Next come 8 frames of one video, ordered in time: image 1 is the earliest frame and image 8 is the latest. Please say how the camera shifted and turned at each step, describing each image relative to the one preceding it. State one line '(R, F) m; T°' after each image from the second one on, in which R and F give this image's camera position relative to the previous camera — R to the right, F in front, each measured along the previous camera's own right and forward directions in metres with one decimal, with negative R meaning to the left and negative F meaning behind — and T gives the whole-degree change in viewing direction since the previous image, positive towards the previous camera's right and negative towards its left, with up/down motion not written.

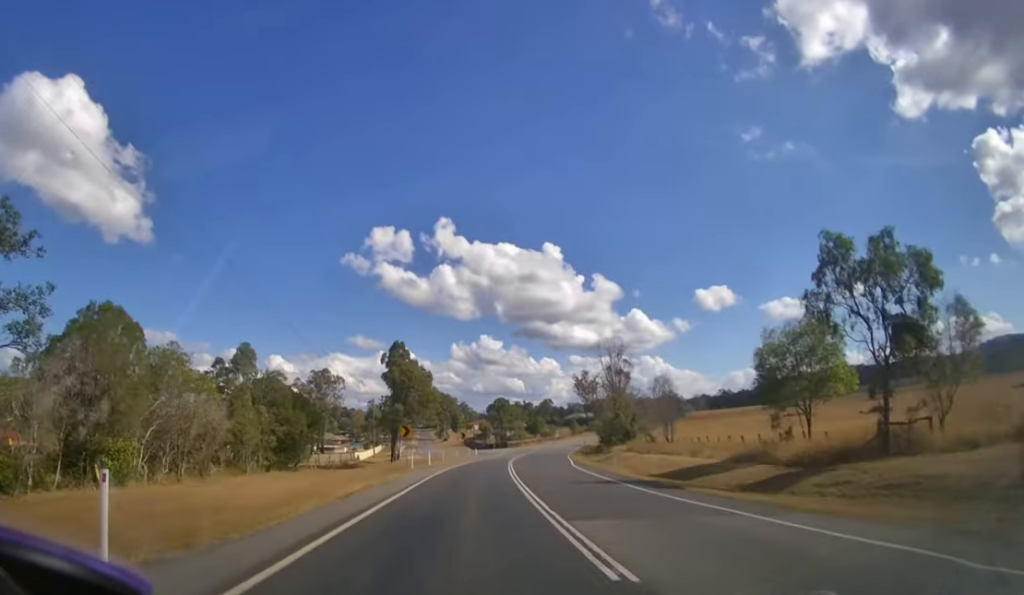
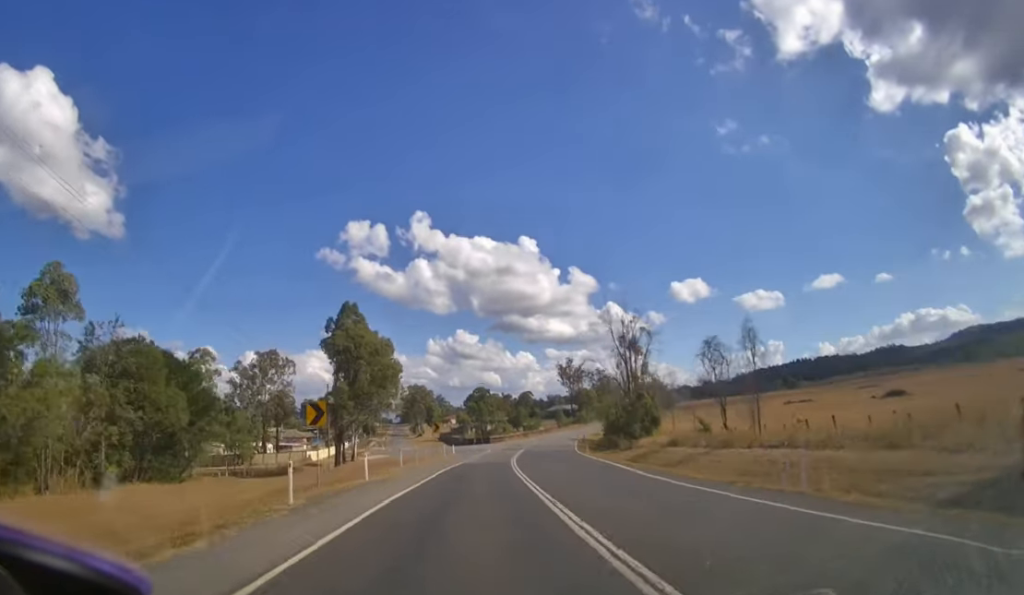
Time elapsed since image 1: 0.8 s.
(+0.1, +22.3) m; +2°
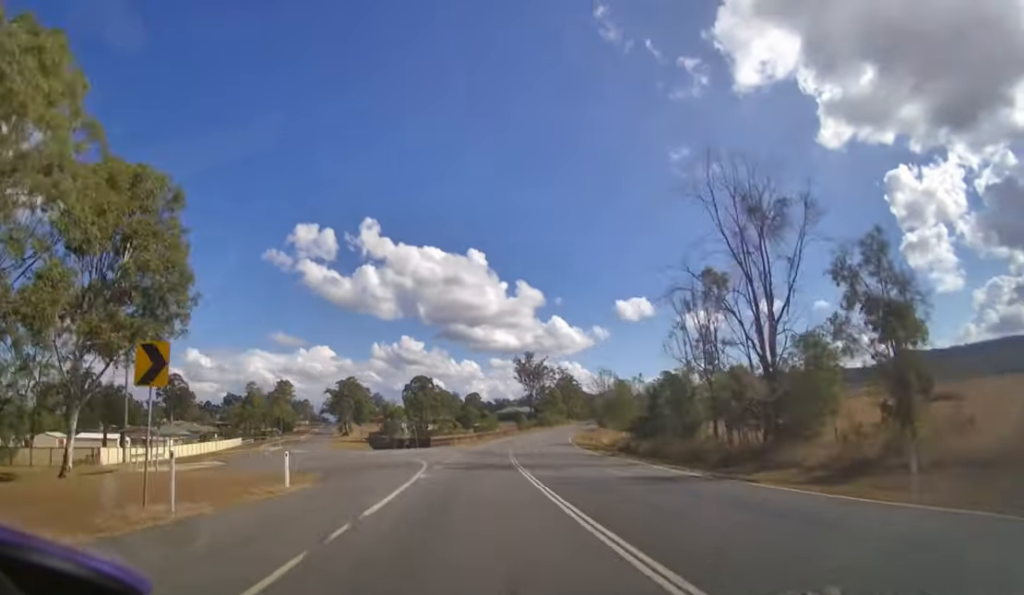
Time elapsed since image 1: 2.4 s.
(+2.7, +42.9) m; +7°
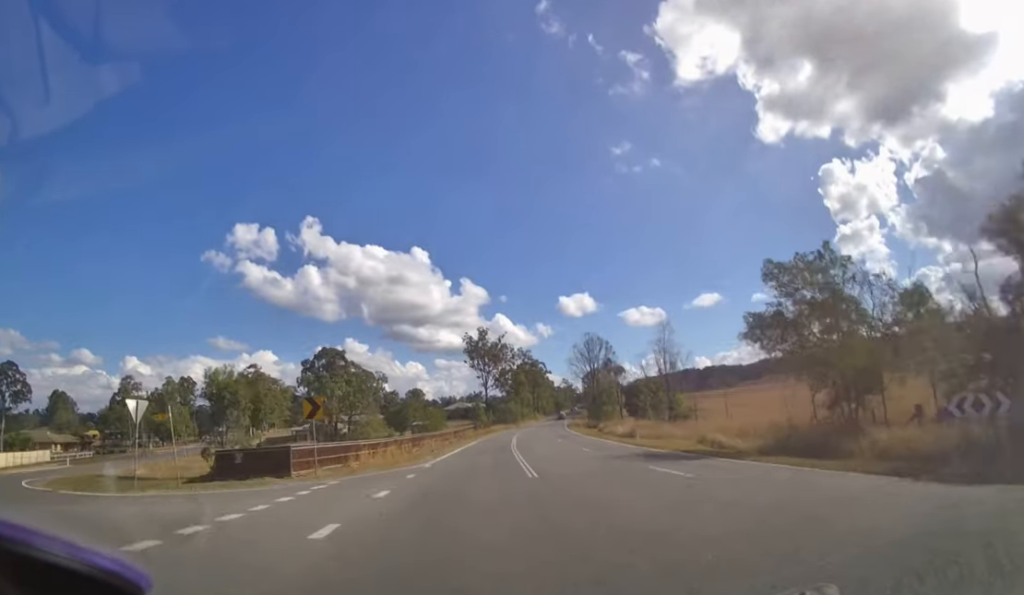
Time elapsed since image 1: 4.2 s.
(+2.7, +42.8) m; +7°
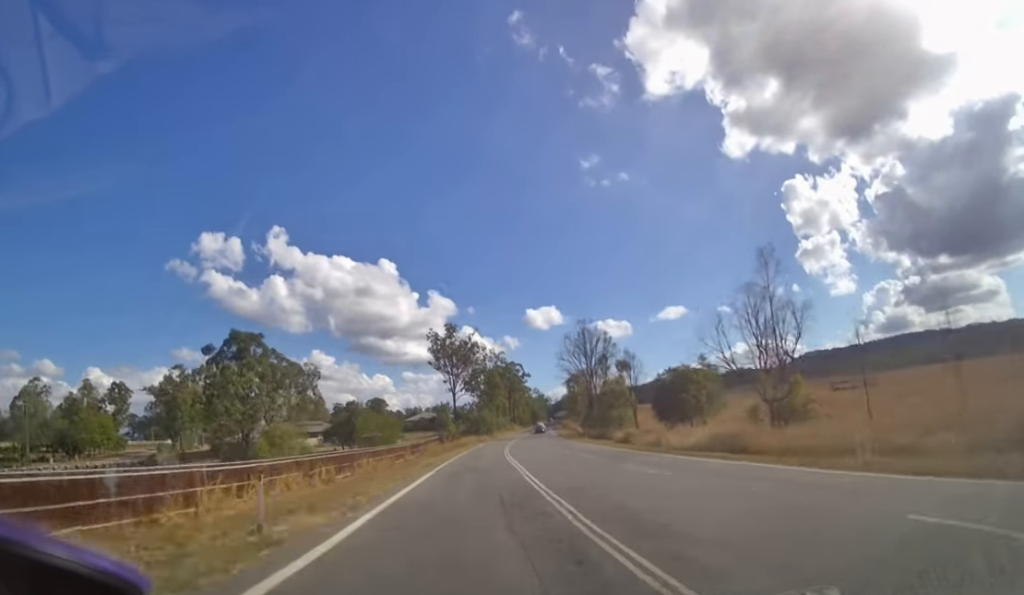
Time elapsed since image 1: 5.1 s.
(+0.6, +20.4) m; +3°
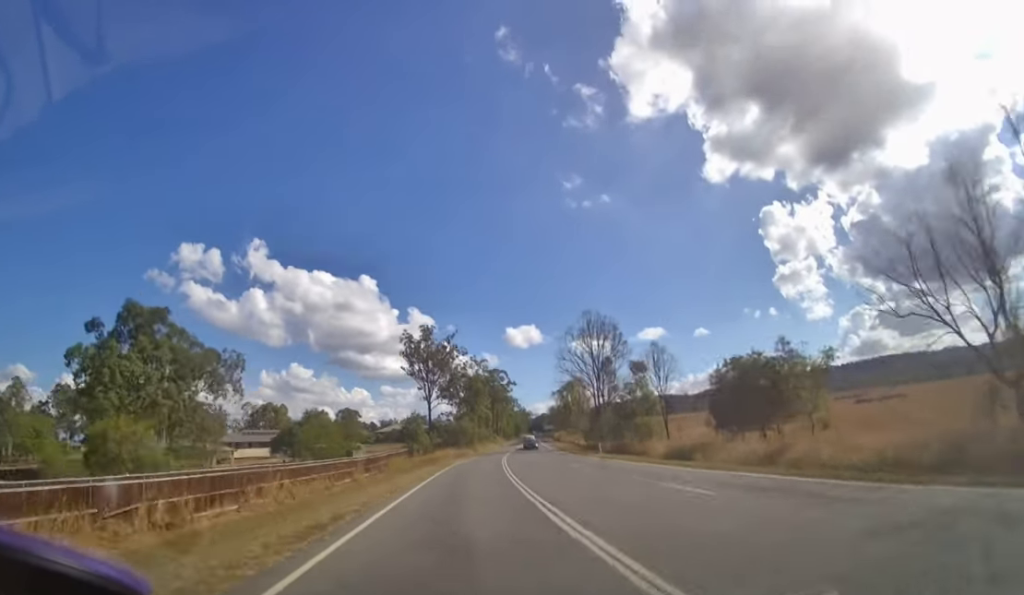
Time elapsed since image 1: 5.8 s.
(+0.2, +15.2) m; +2°
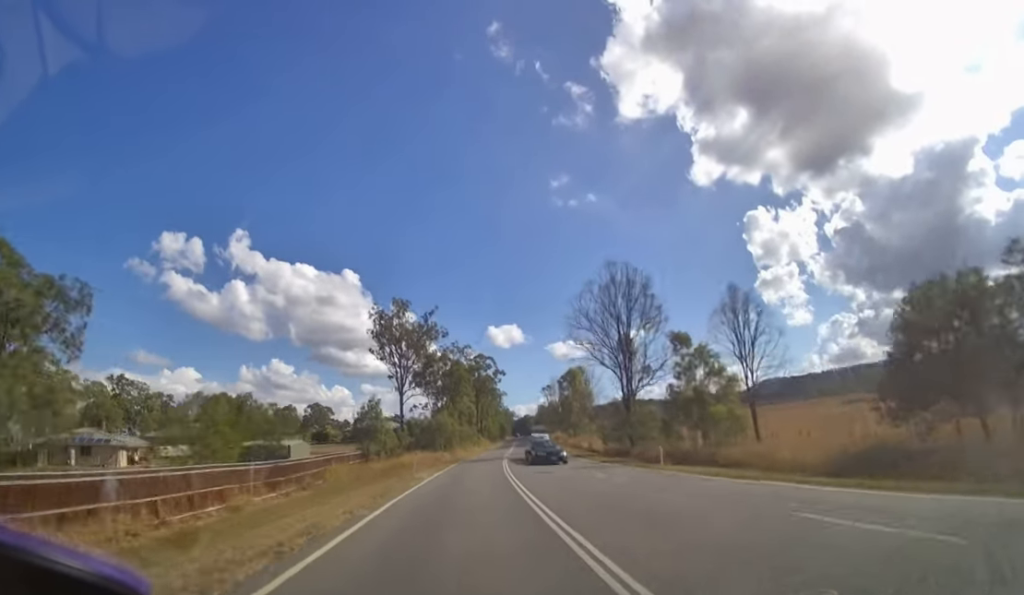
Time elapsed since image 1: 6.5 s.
(+0.4, +15.3) m; +2°
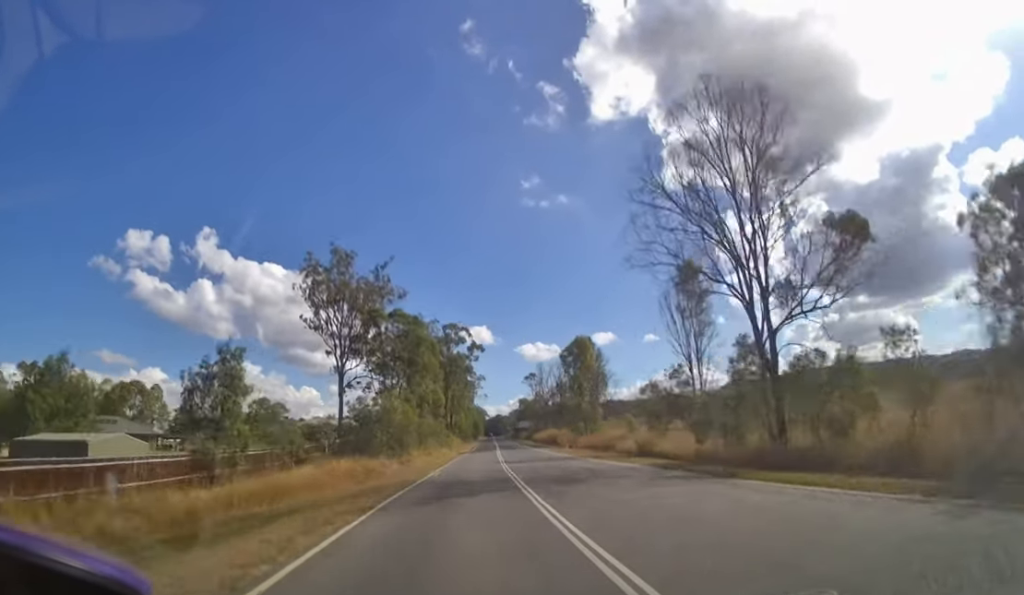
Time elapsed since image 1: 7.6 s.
(+0.5, +21.3) m; +3°
